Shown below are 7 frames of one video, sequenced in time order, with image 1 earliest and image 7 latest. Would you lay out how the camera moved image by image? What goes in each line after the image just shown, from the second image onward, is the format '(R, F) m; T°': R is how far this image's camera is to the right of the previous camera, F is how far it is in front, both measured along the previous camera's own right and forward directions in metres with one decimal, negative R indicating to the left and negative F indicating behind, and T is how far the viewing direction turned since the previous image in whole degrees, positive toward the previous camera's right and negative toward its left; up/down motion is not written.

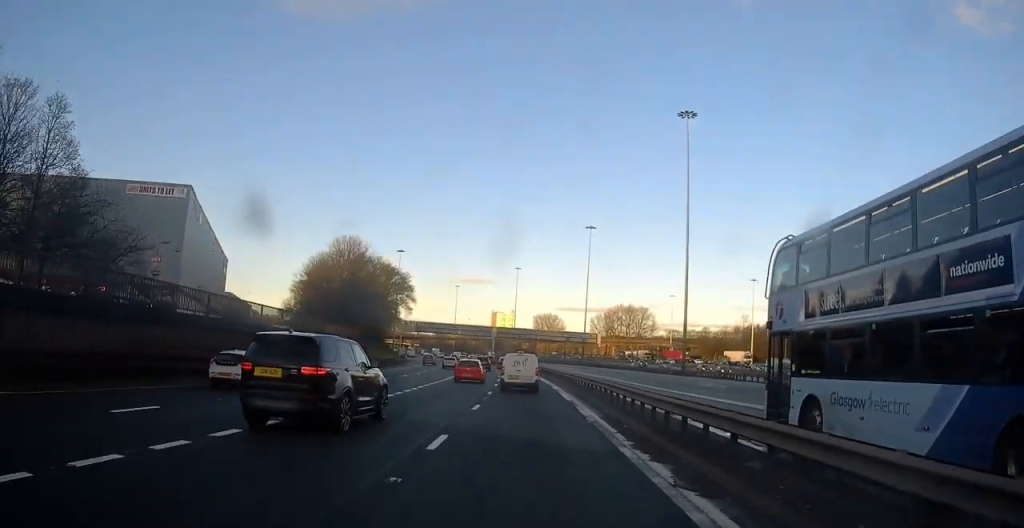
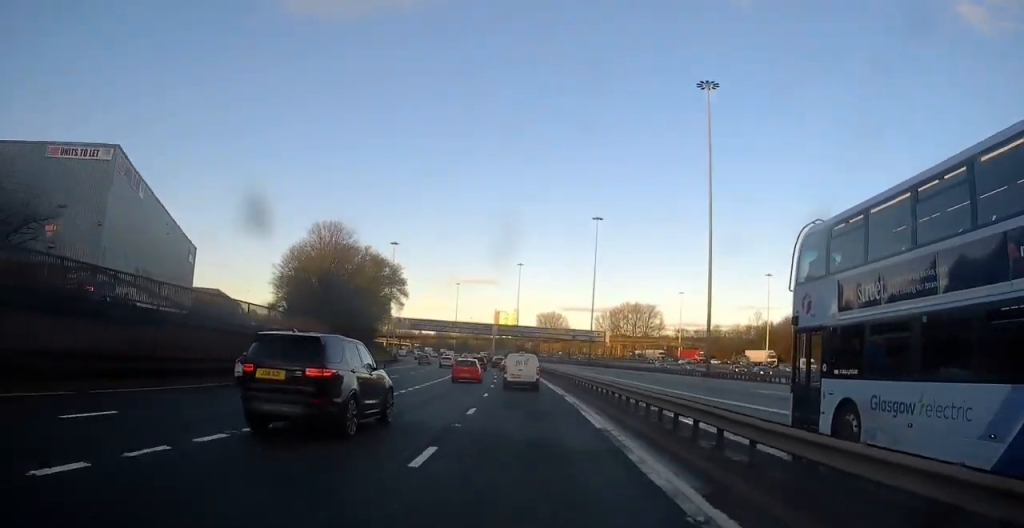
(-0.2, +10.2) m; -1°
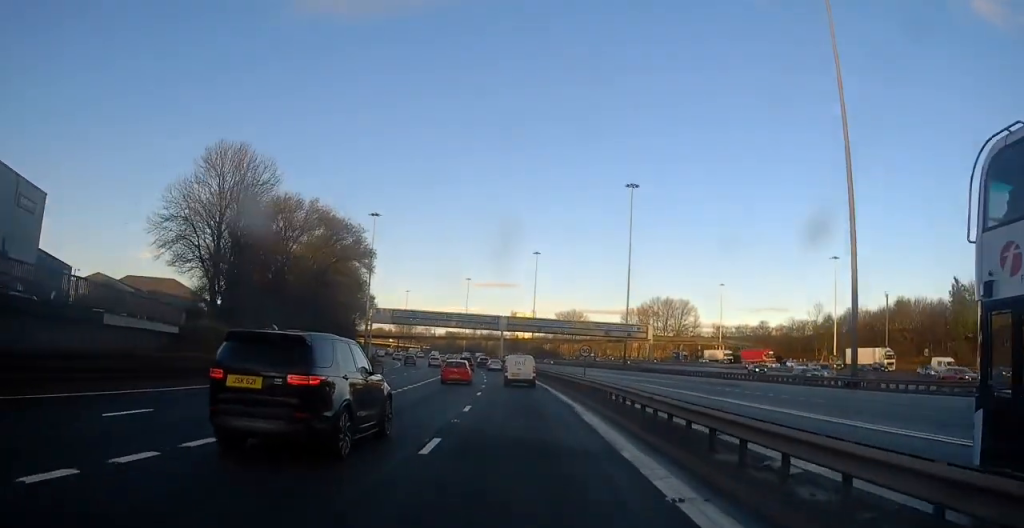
(+0.5, +32.8) m; +1°
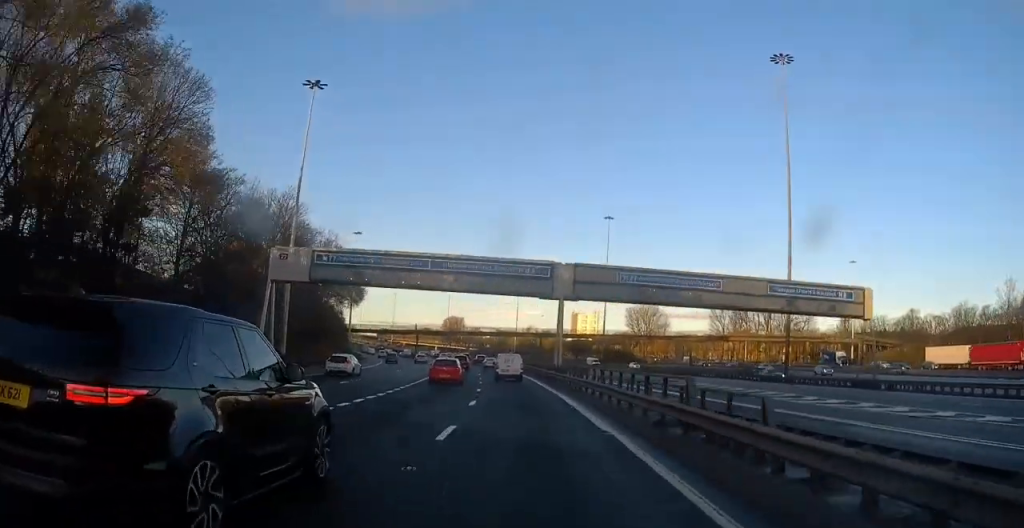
(-3.2, +58.1) m; -7°
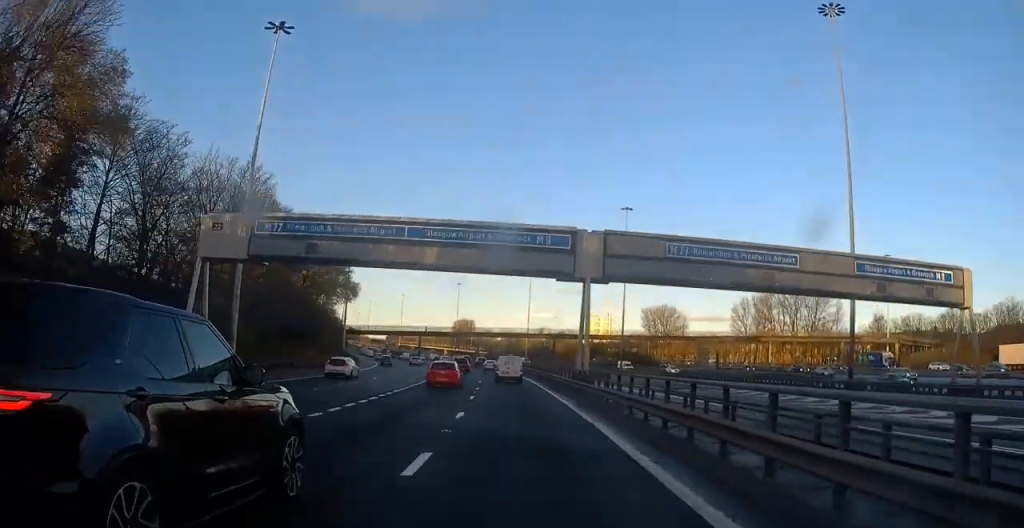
(0.0, +12.2) m; -1°
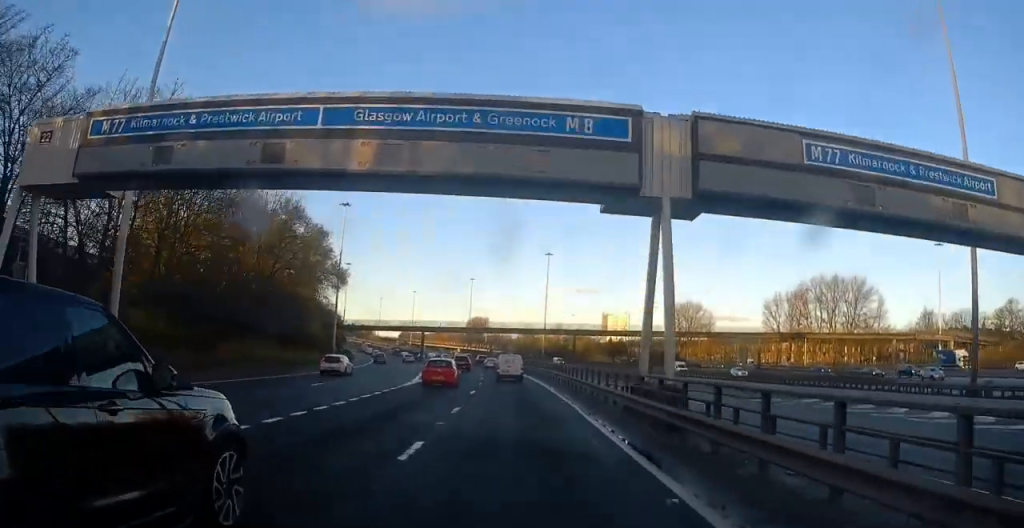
(-0.4, +16.1) m; -1°
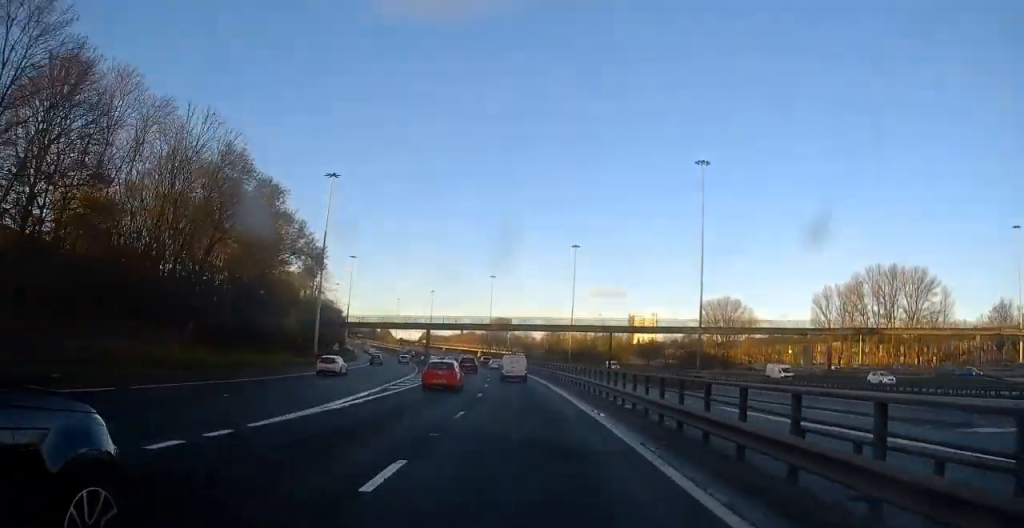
(-0.1, +20.7) m; -1°
